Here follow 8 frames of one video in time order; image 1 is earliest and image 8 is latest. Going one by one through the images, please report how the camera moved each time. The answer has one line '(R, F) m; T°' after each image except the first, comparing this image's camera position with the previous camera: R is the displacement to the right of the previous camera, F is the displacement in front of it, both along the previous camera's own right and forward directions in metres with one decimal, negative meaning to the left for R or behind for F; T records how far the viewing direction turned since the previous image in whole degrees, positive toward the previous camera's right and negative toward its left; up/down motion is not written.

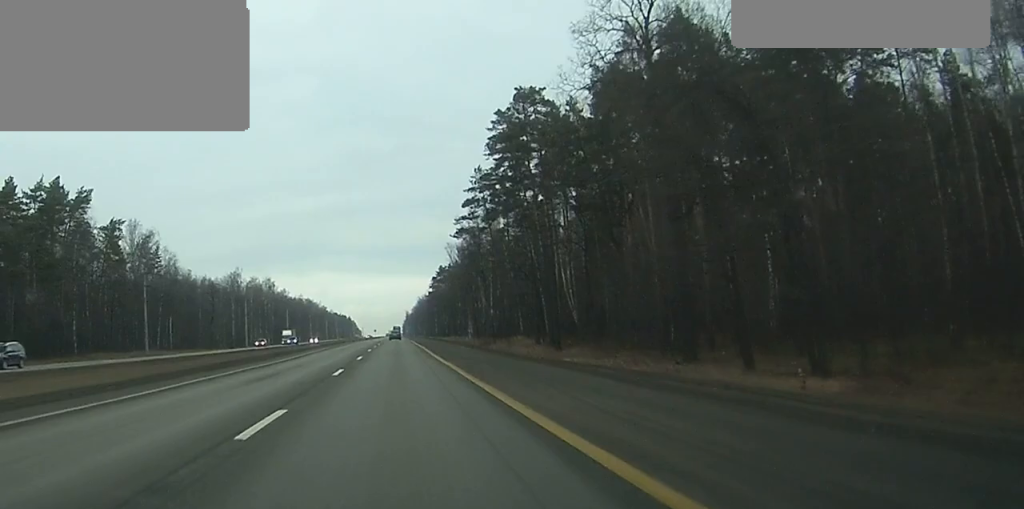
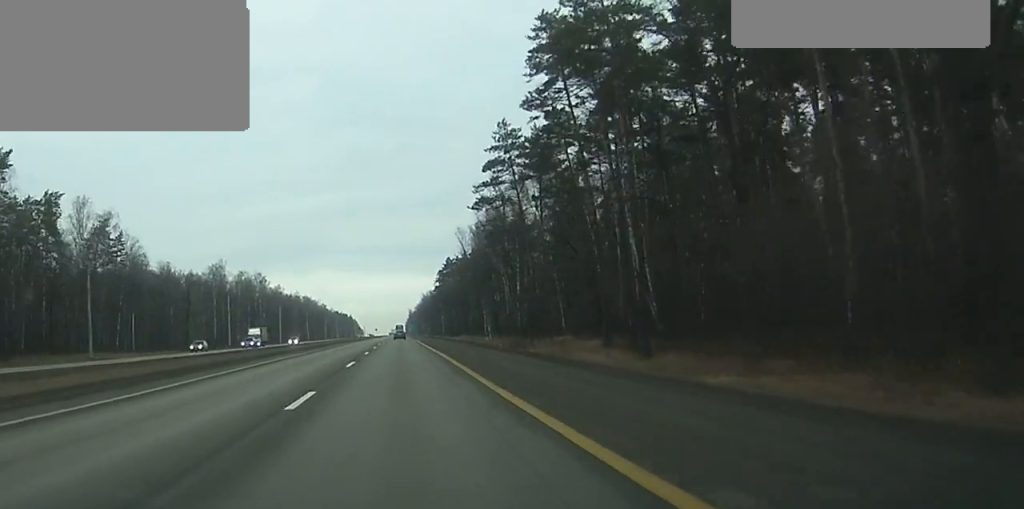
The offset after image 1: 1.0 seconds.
(0.0, +30.6) m; 0°
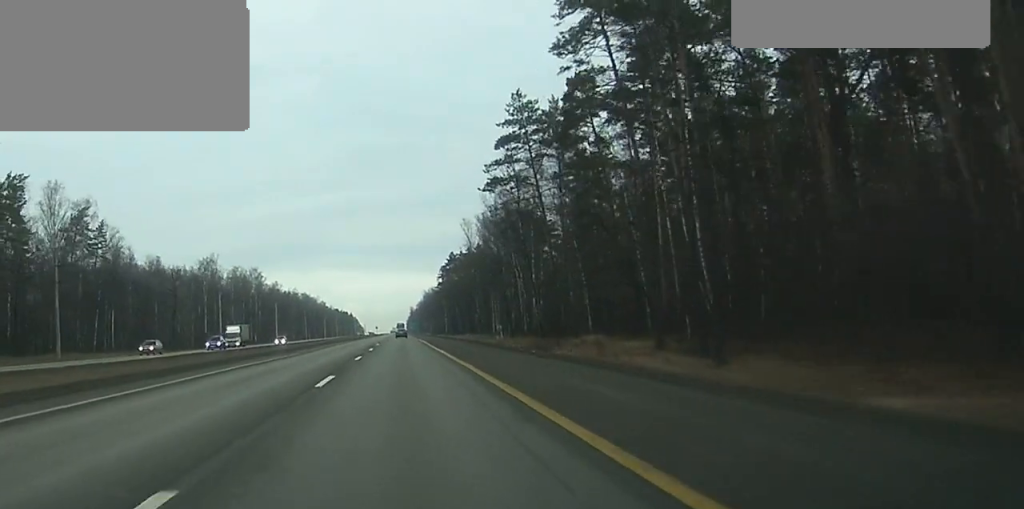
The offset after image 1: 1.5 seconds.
(0.0, +11.8) m; 0°
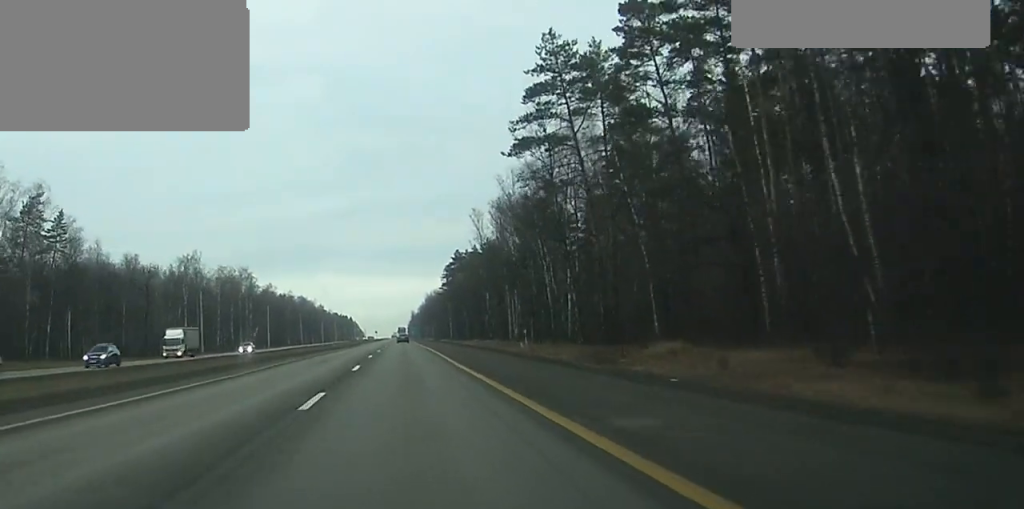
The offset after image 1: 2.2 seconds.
(0.0, +19.3) m; 0°
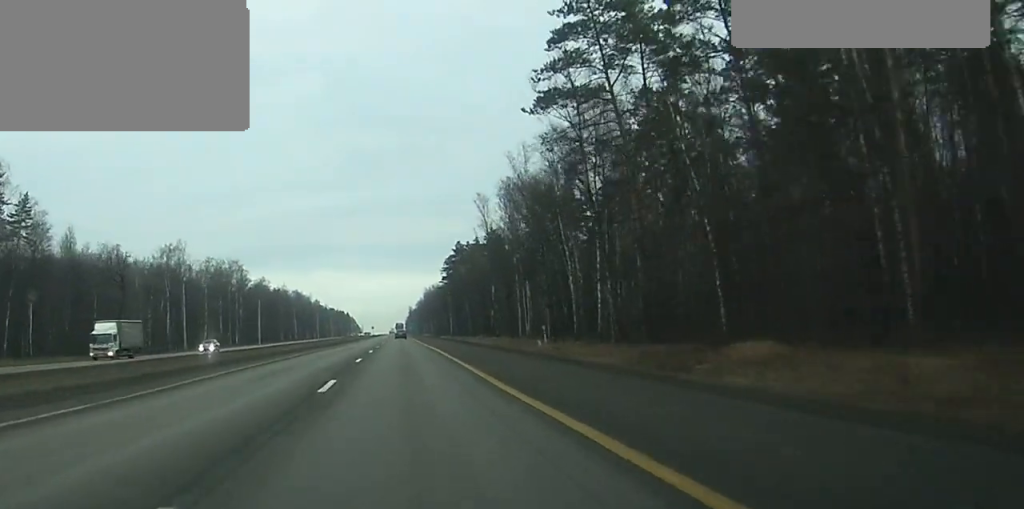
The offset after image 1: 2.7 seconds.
(0.0, +11.6) m; 0°
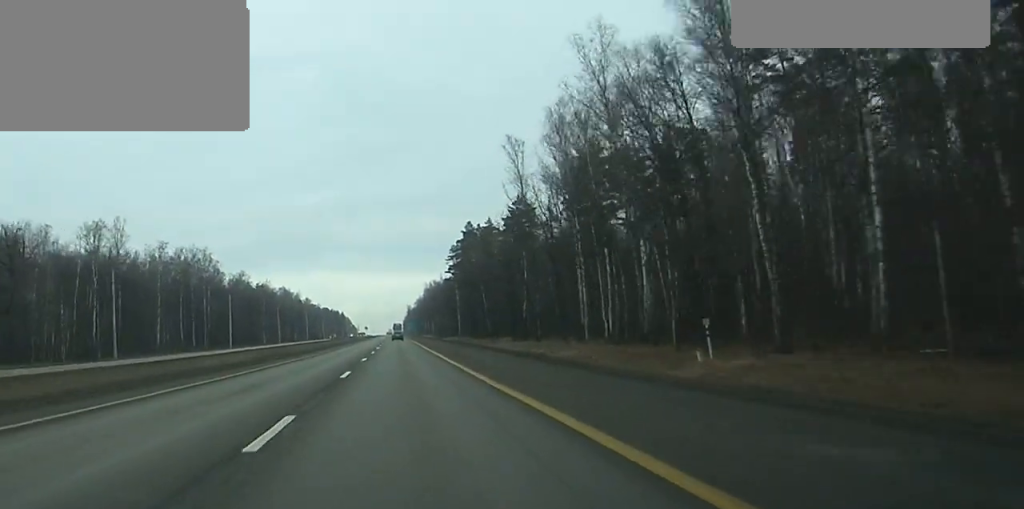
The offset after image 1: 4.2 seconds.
(+0.1, +39.0) m; 0°
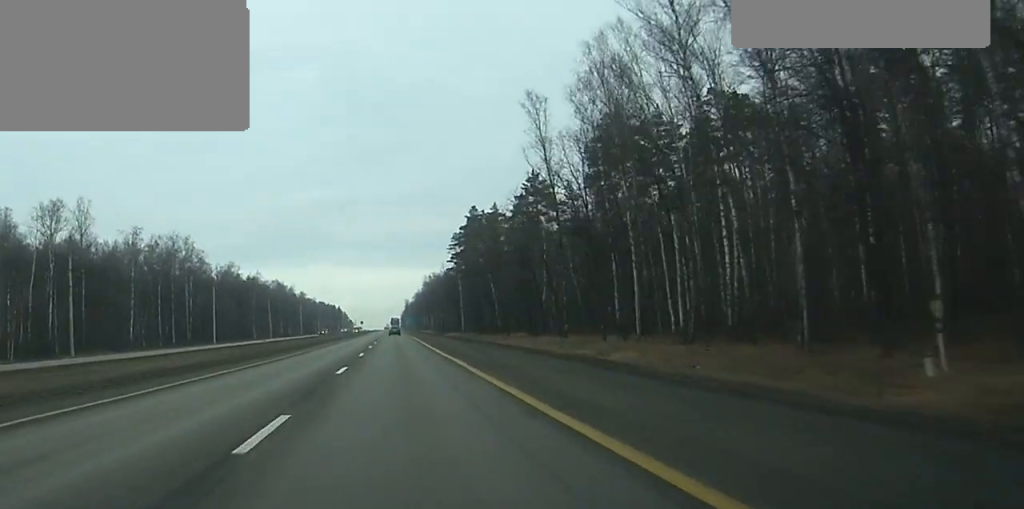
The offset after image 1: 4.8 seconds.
(0.0, +18.1) m; 0°
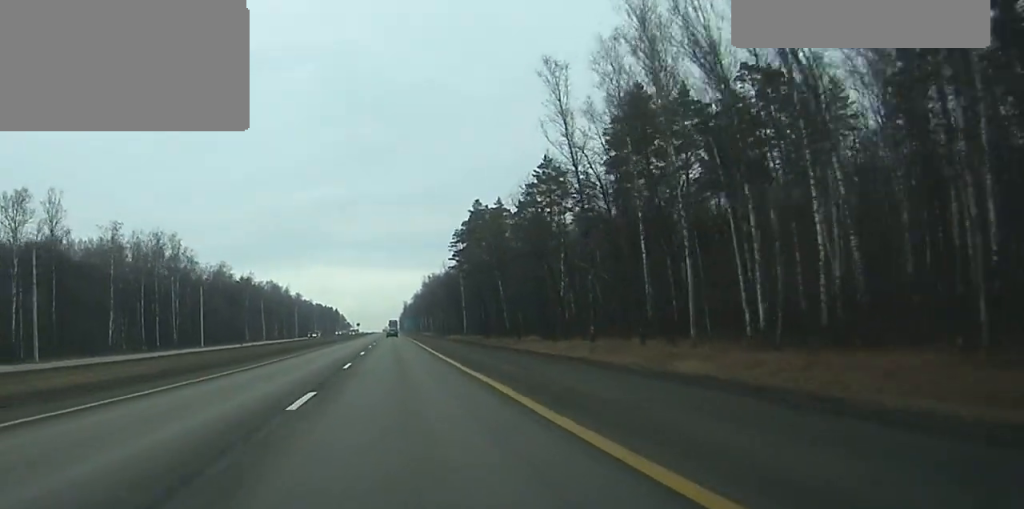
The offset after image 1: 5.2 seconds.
(0.0, +12.2) m; 0°
